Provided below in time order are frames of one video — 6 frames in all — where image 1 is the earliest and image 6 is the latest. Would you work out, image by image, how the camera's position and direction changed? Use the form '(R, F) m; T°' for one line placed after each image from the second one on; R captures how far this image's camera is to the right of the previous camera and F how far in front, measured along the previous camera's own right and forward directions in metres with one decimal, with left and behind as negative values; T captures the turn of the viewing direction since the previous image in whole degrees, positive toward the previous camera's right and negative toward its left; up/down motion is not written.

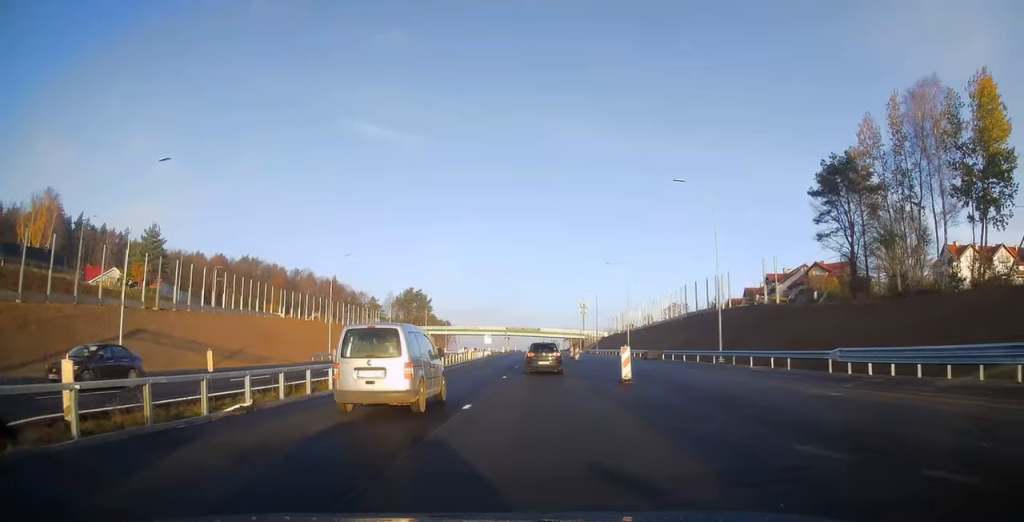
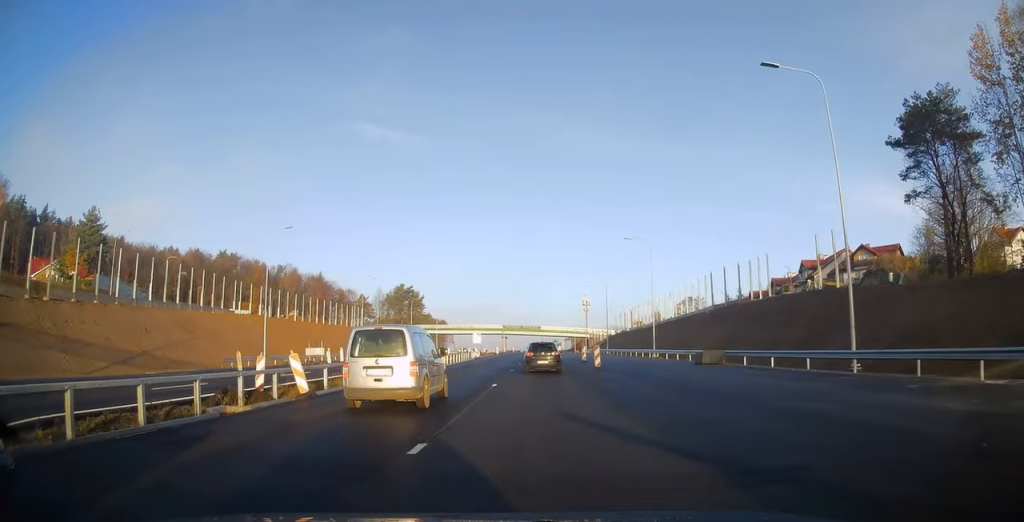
(+0.1, +17.9) m; 0°
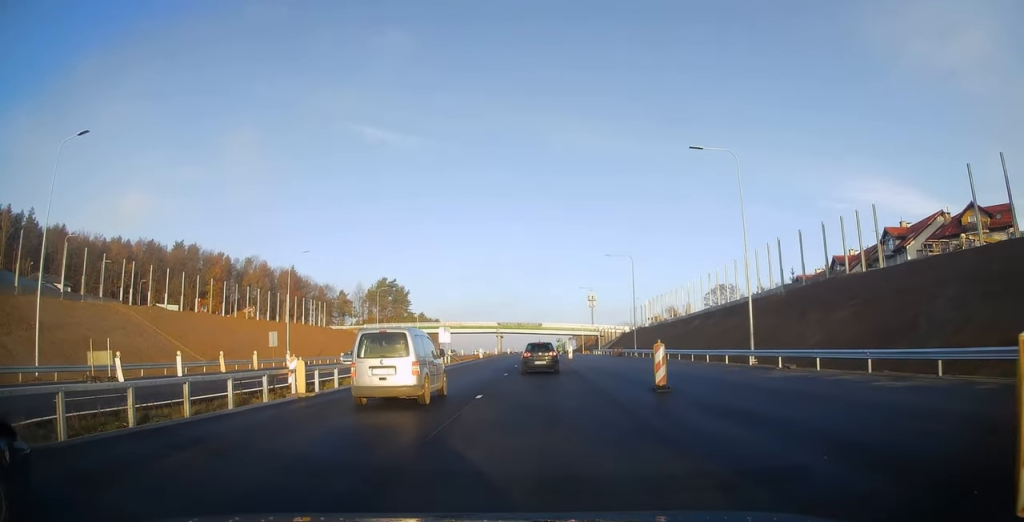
(-0.4, +28.9) m; -1°
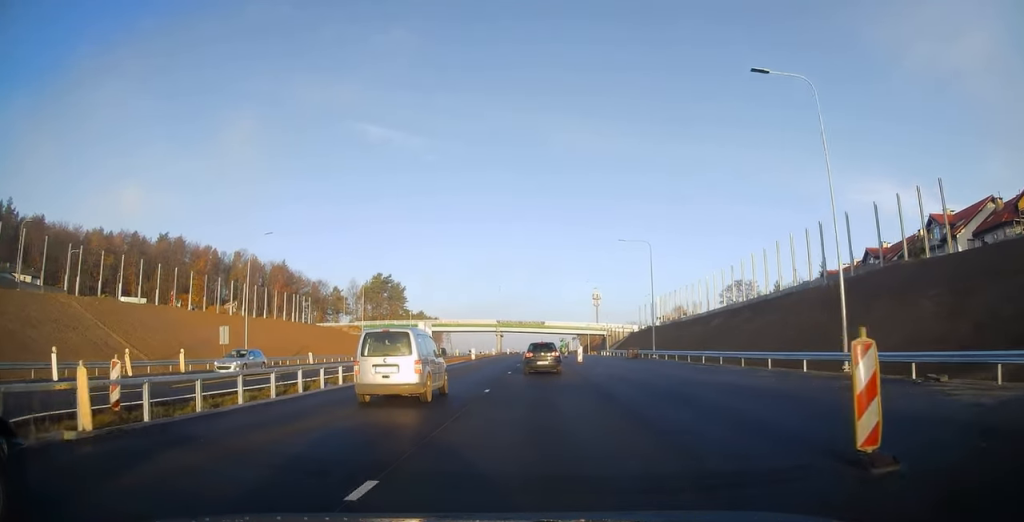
(+0.2, +10.5) m; 0°
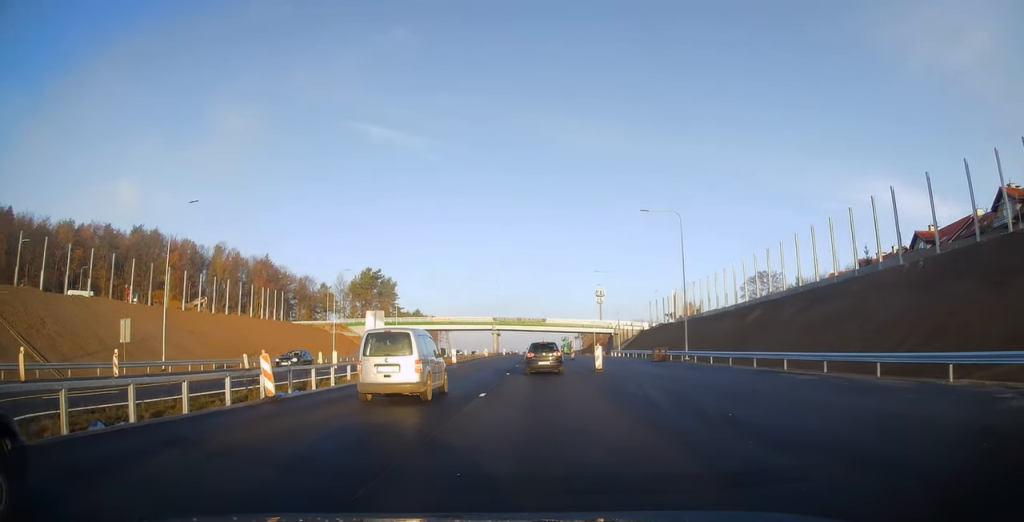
(-0.2, +13.8) m; 0°
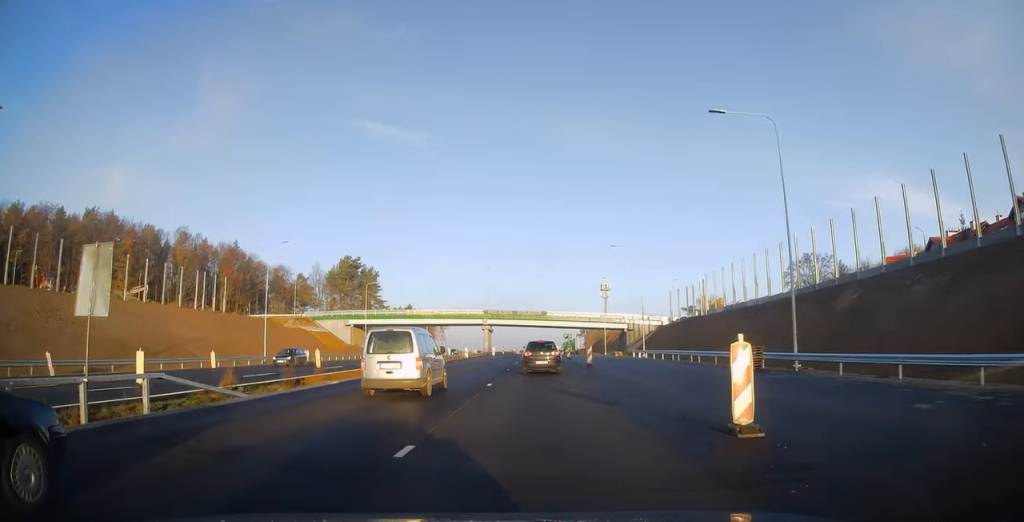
(+0.2, +21.4) m; 0°
